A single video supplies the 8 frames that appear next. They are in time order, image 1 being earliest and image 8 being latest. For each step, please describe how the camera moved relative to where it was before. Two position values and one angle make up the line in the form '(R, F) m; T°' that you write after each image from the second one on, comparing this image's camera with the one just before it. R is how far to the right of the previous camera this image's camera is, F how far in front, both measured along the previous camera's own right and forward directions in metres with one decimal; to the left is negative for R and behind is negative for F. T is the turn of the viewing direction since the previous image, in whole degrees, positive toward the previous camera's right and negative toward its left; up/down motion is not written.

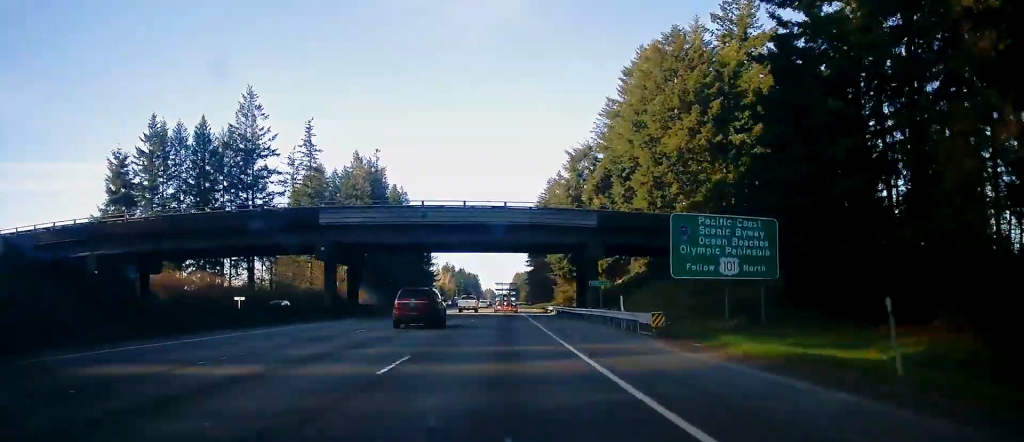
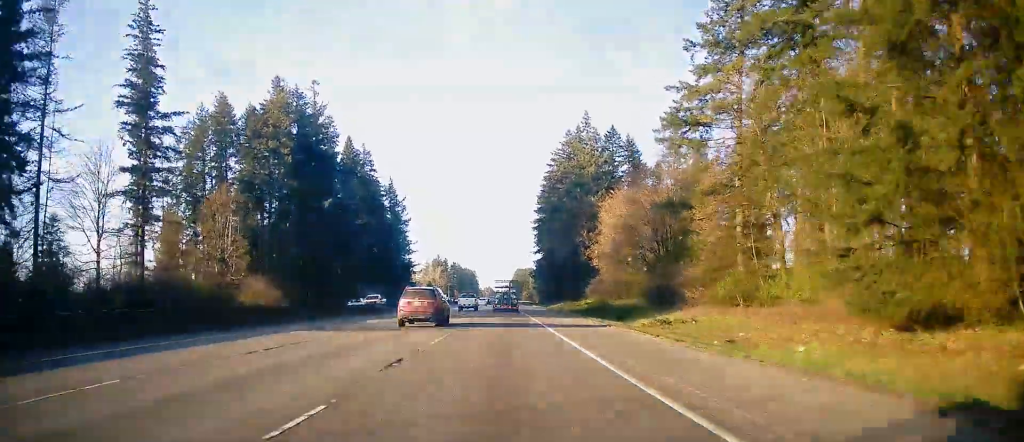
(+0.1, +65.8) m; 0°
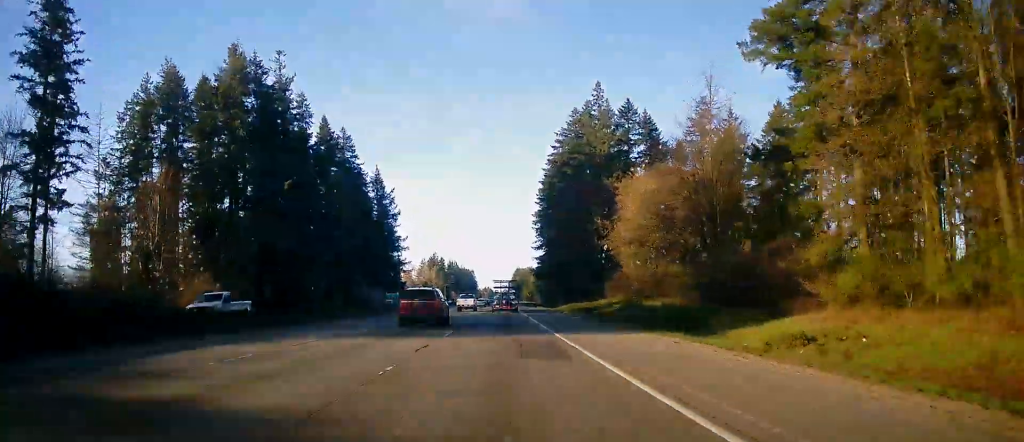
(-0.1, +20.1) m; 0°
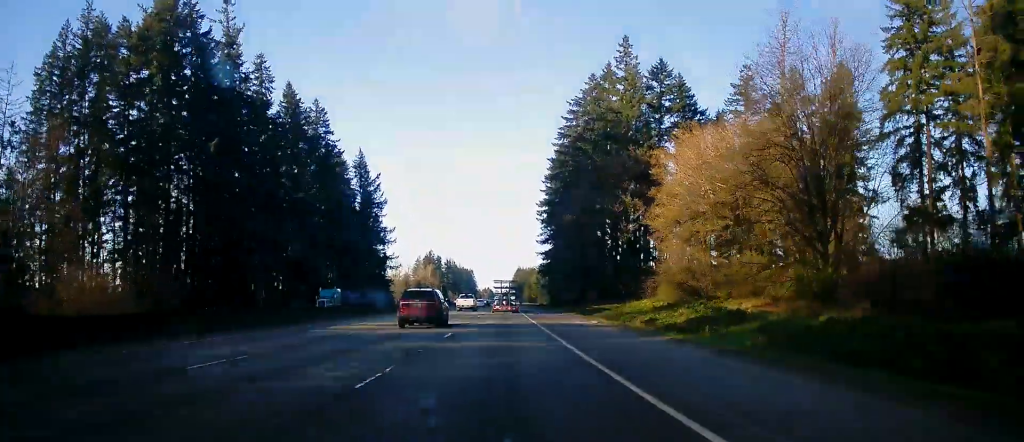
(+0.2, +24.4) m; 0°
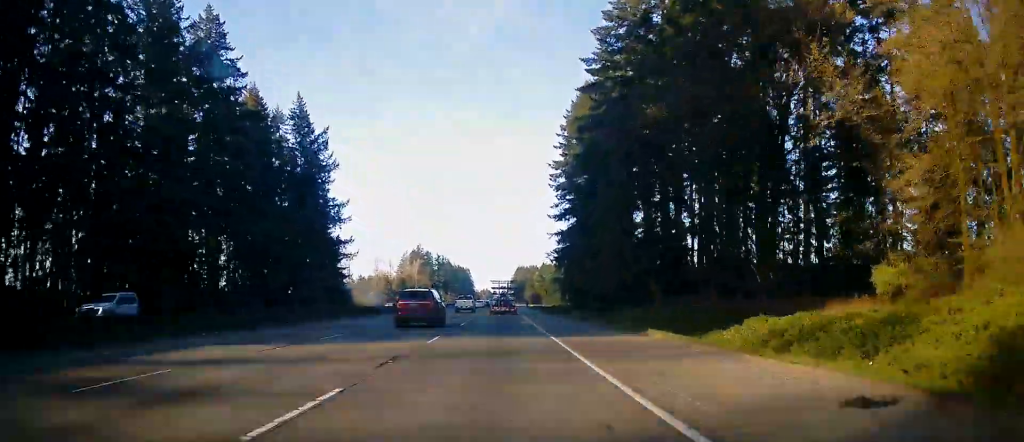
(-0.3, +51.5) m; 0°
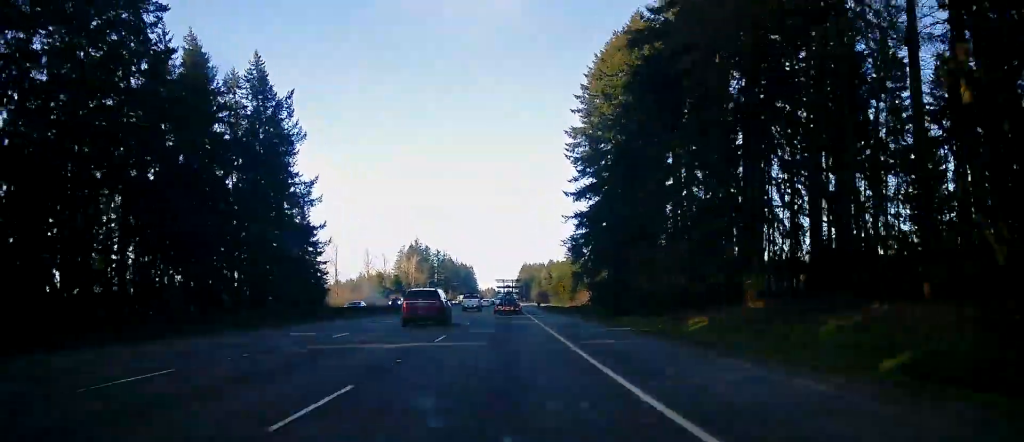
(+0.1, +24.0) m; 0°
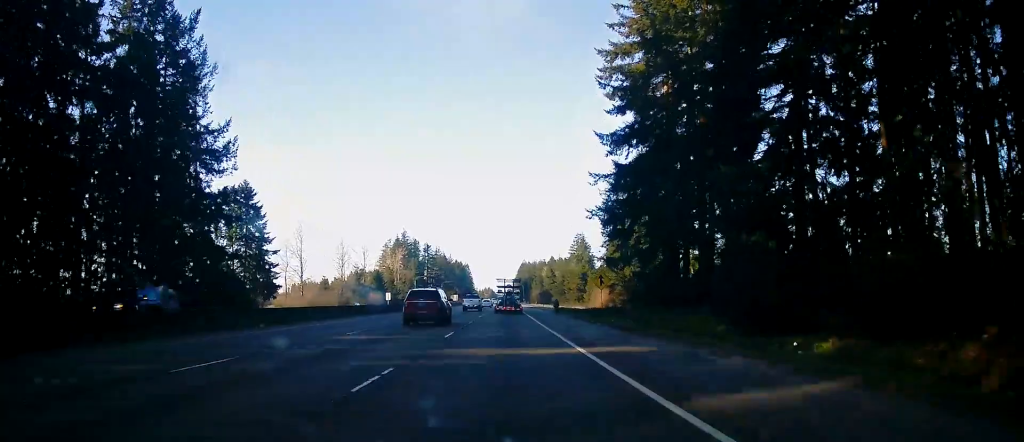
(-0.1, +34.2) m; 0°
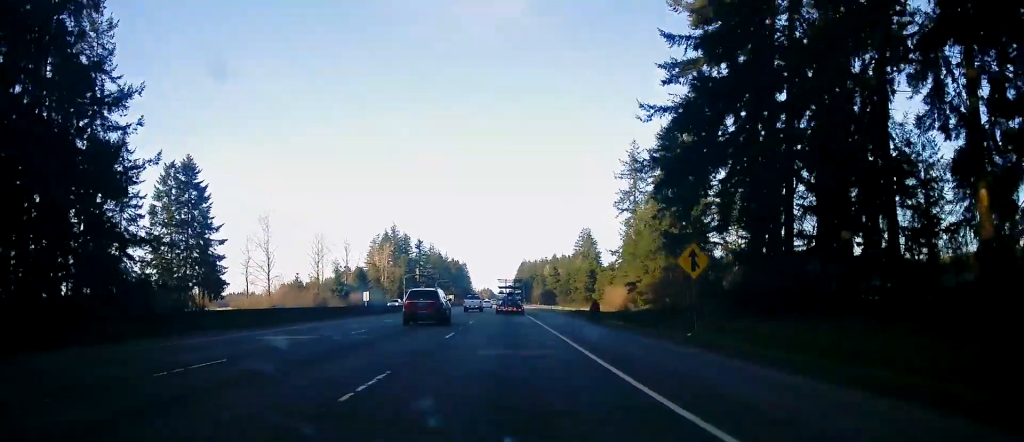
(+0.1, +24.7) m; 0°
